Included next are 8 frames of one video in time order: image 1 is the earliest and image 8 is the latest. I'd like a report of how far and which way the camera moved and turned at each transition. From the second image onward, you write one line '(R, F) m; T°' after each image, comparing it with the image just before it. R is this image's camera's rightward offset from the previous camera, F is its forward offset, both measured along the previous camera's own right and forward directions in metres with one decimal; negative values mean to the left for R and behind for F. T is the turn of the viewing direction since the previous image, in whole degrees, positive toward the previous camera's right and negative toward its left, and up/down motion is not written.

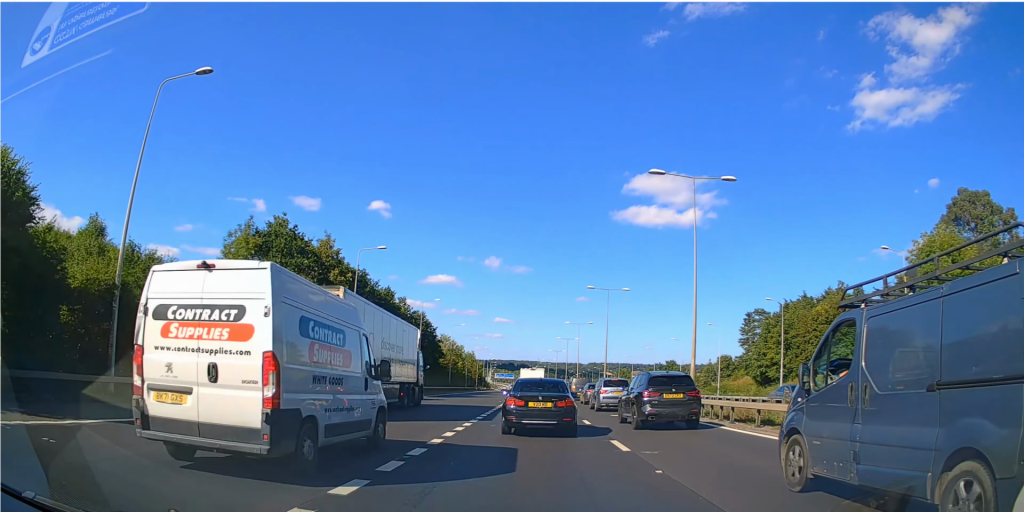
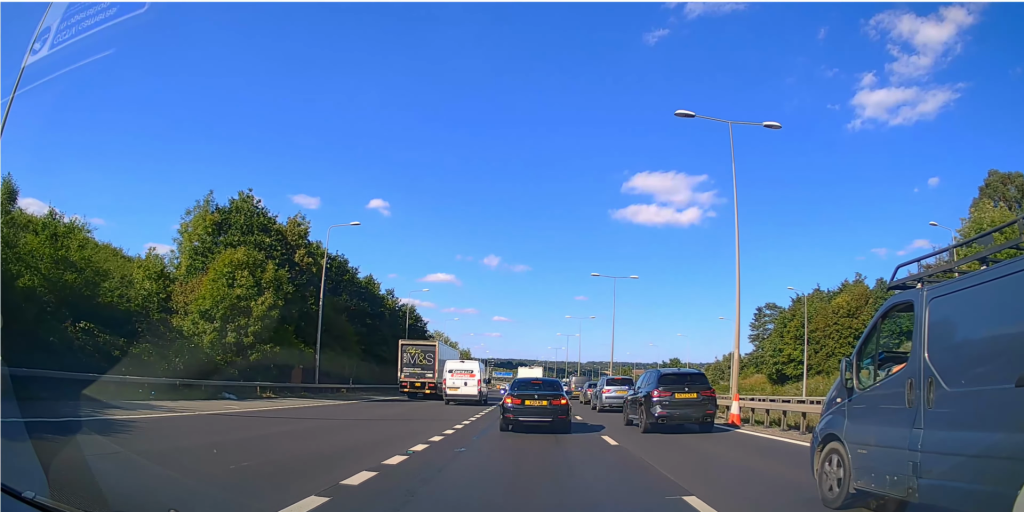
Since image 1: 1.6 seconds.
(0.0, +6.4) m; -2°
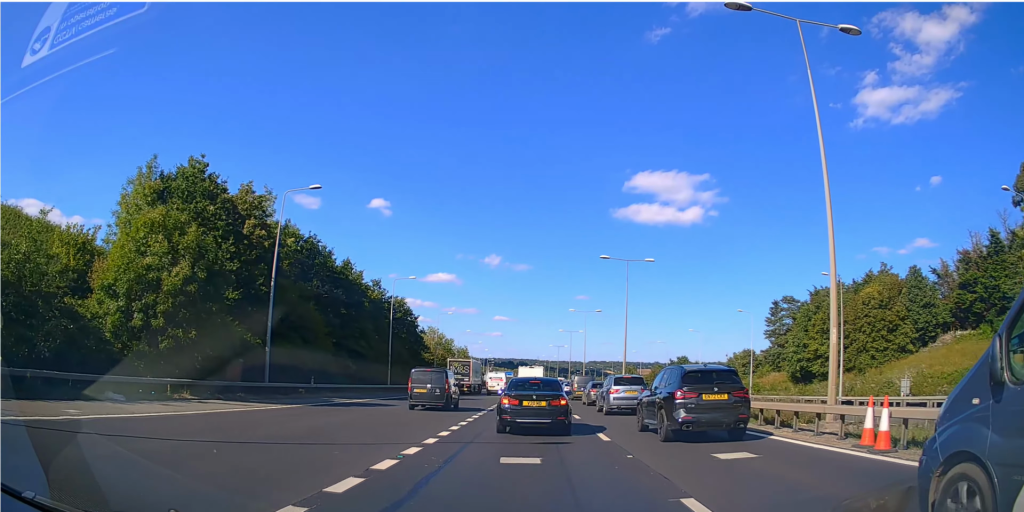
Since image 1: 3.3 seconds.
(-0.1, +8.2) m; -1°
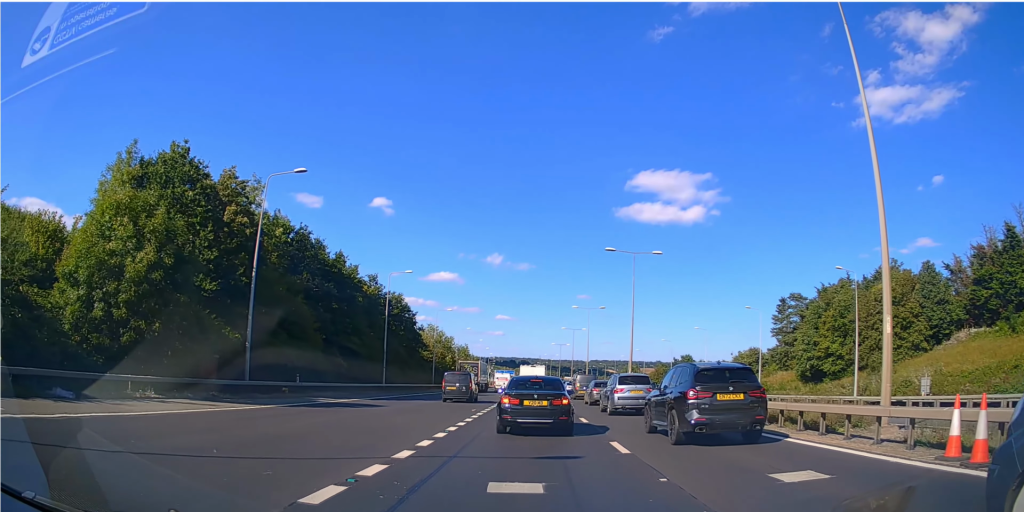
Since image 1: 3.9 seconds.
(0.0, +2.8) m; 0°
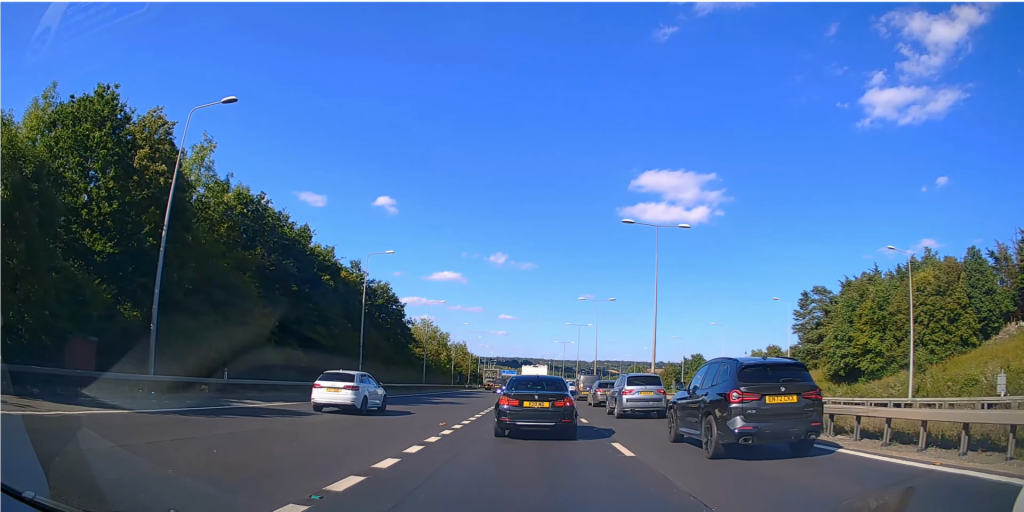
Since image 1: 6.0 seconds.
(+0.1, +9.7) m; +2°
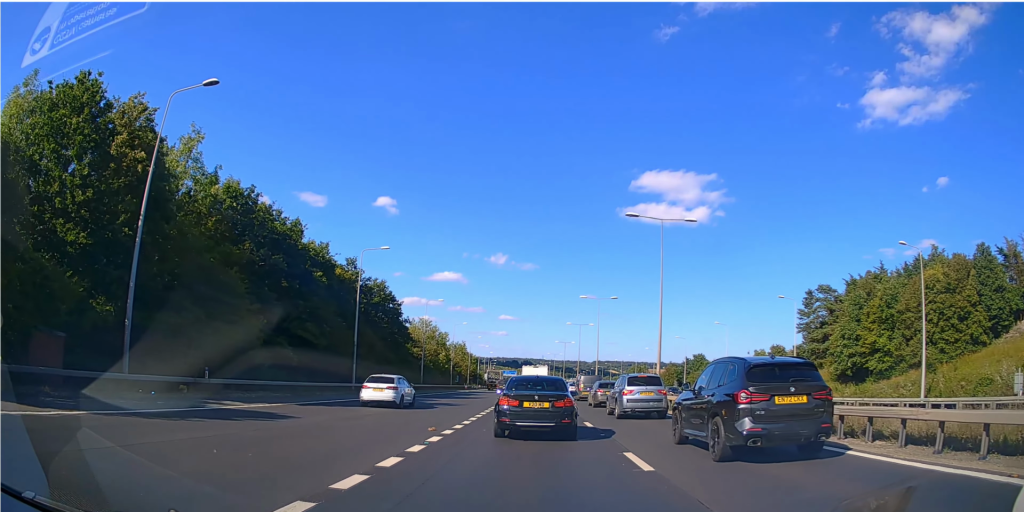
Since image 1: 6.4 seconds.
(+0.1, +1.9) m; 0°
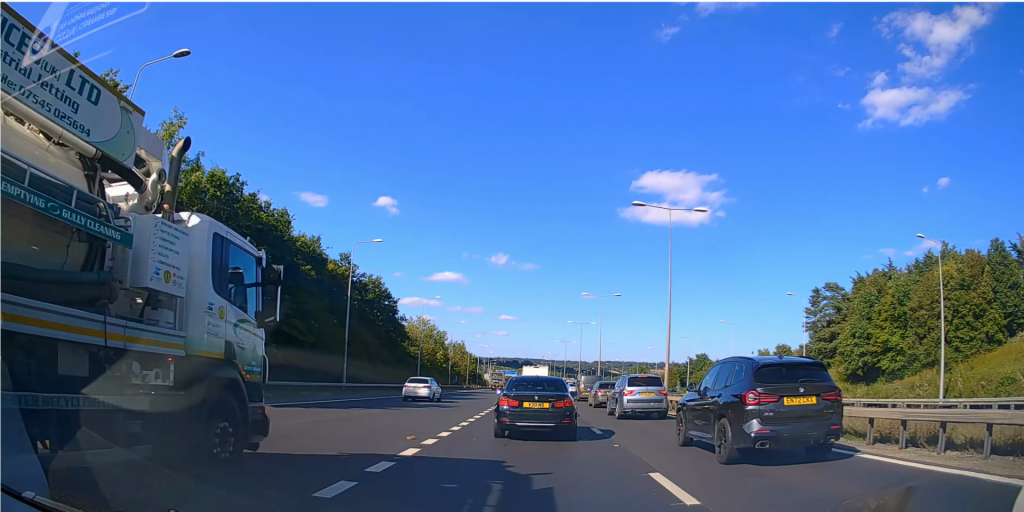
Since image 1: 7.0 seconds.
(0.0, +2.6) m; 0°
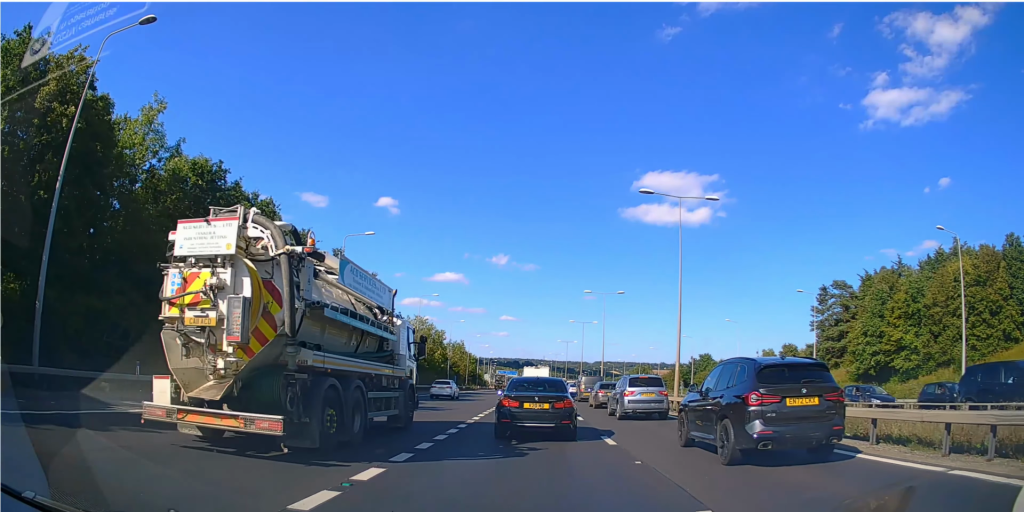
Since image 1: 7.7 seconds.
(-0.1, +2.8) m; -1°
